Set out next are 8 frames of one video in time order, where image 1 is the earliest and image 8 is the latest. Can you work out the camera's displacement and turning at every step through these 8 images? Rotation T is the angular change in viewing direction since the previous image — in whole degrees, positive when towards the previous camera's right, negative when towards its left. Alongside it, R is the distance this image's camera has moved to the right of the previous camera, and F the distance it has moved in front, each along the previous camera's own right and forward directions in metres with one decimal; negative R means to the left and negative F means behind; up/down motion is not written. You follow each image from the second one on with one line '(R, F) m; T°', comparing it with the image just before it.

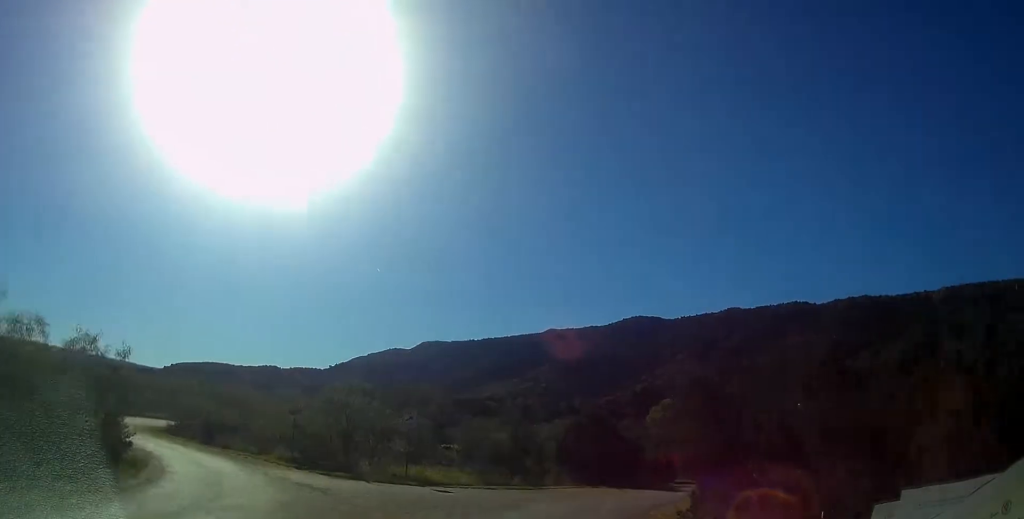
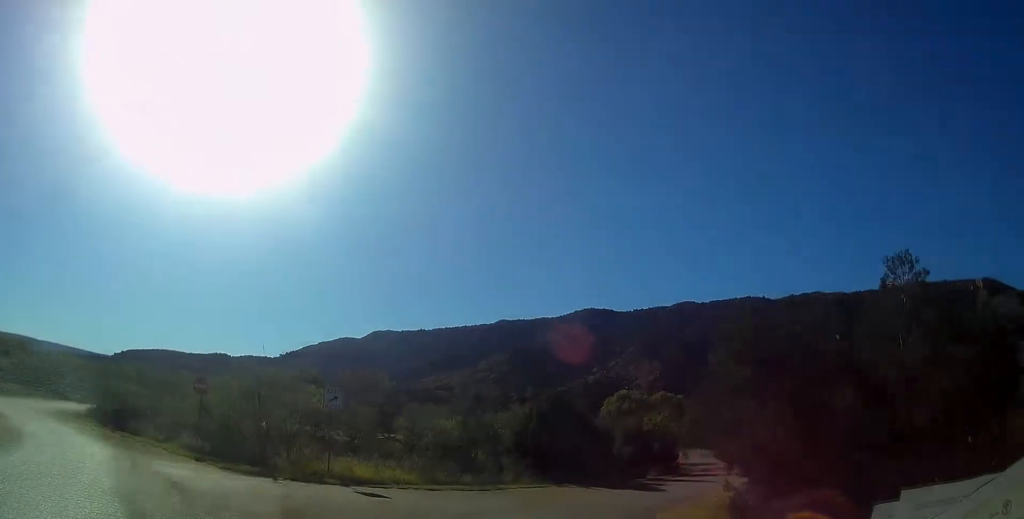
(+0.3, +5.4) m; +6°
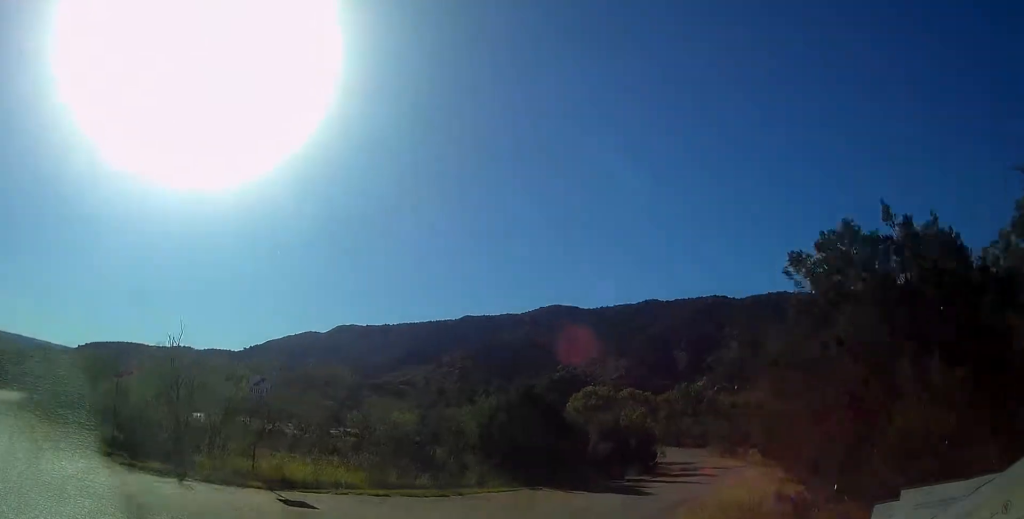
(+0.1, +3.8) m; +4°
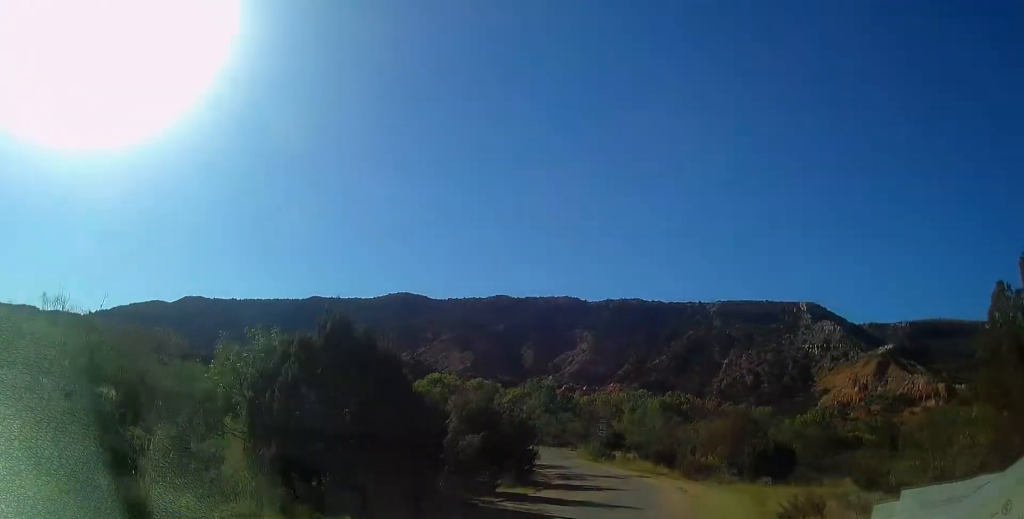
(+1.5, +12.5) m; +15°
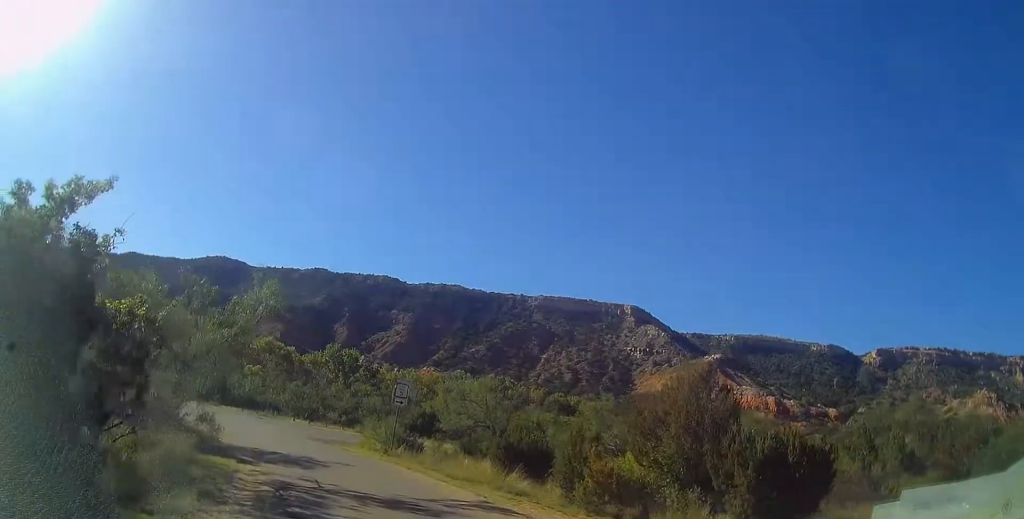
(+4.8, +22.3) m; +11°
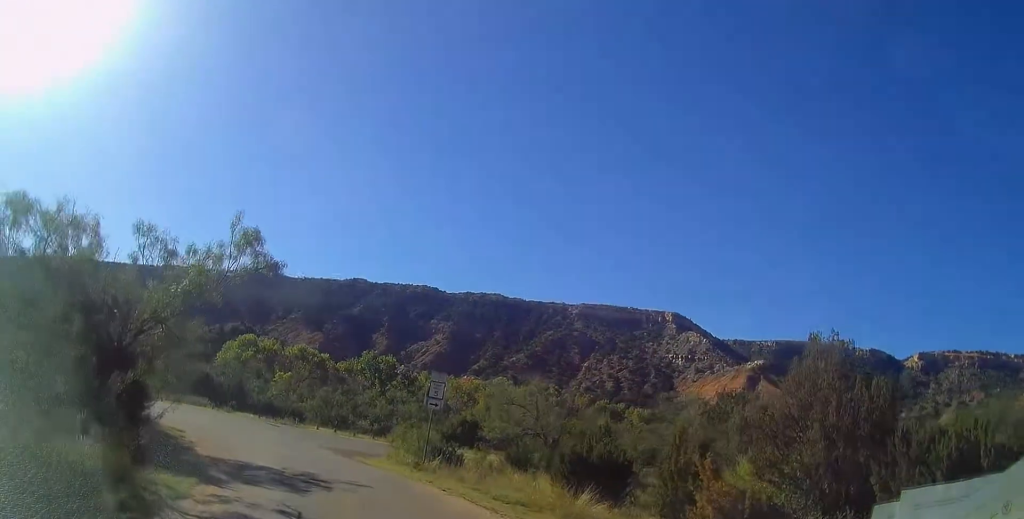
(-0.2, +5.5) m; -4°
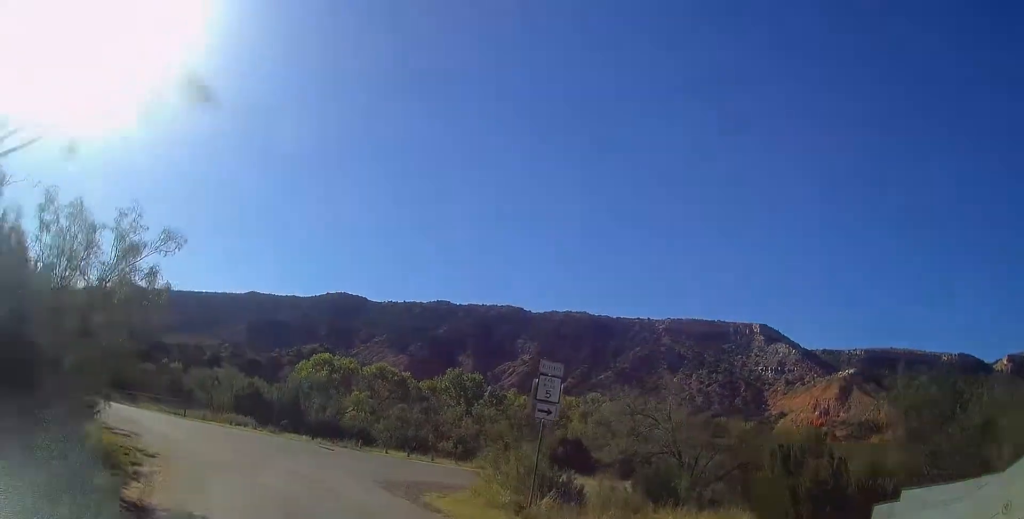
(-0.5, +8.5) m; -6°
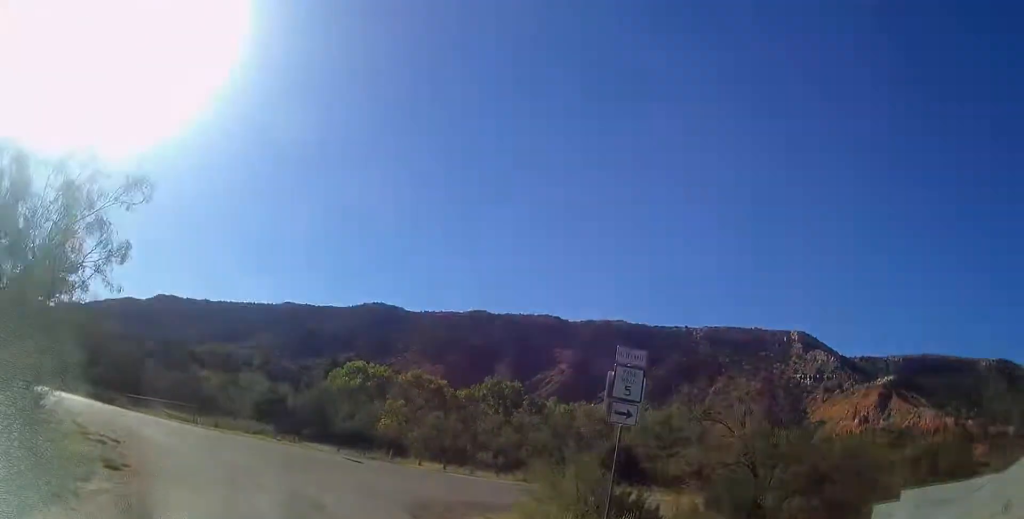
(+0.1, +3.4) m; -3°
